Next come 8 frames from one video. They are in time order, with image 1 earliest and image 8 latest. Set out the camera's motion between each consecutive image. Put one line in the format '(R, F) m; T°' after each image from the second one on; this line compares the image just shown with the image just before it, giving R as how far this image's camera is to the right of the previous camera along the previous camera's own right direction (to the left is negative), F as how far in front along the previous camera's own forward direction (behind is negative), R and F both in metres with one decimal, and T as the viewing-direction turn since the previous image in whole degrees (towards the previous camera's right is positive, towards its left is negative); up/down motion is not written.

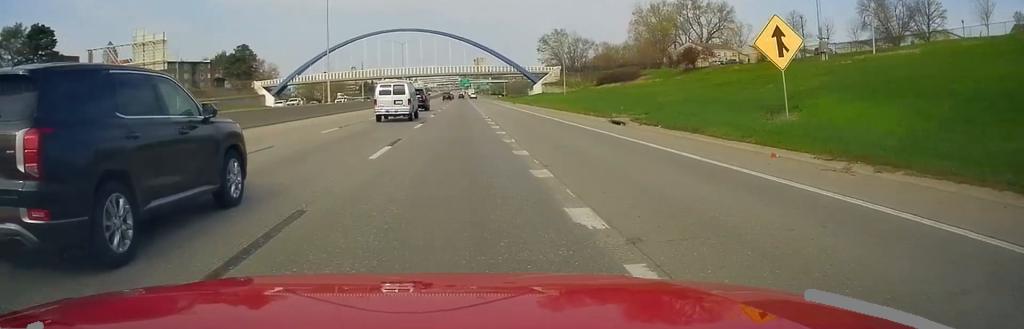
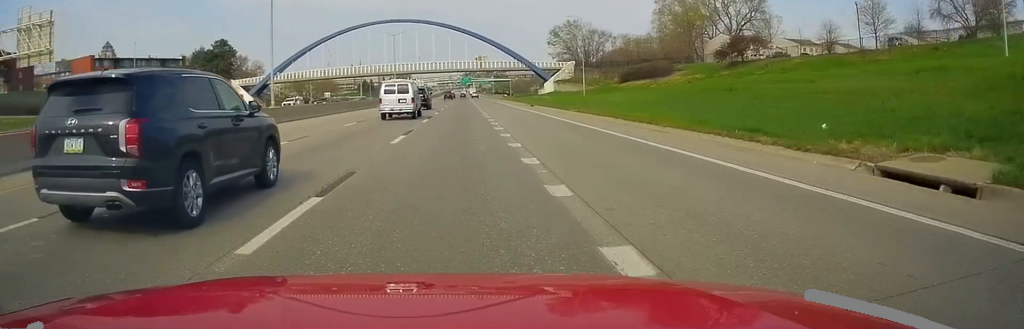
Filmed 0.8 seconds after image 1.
(+0.5, +20.2) m; 0°
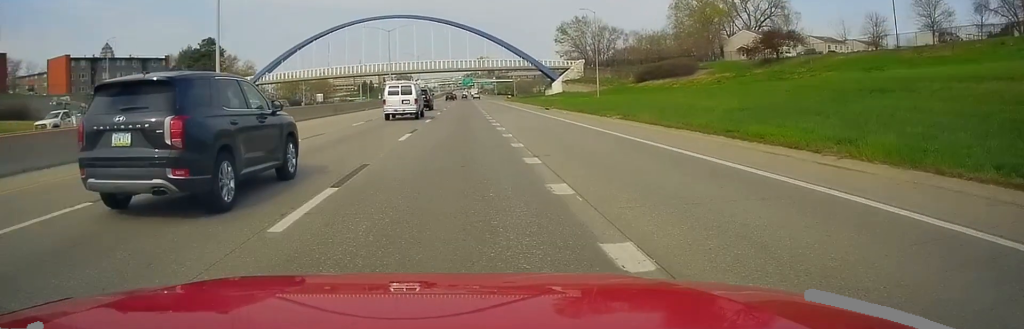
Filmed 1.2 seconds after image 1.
(-0.5, +11.1) m; -1°
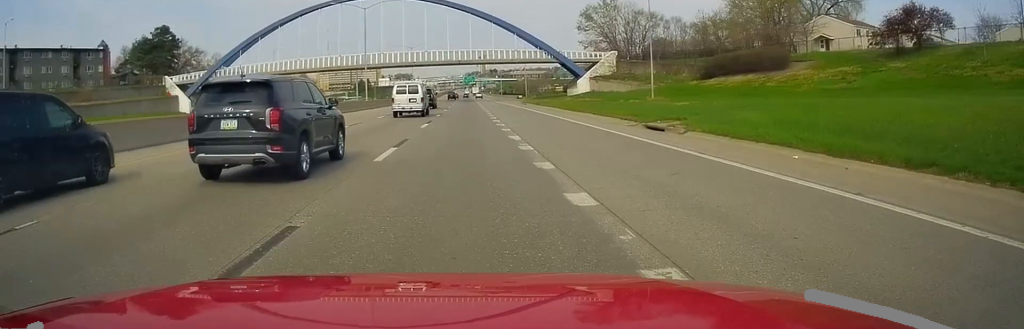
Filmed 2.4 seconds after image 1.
(0.0, +30.2) m; +1°
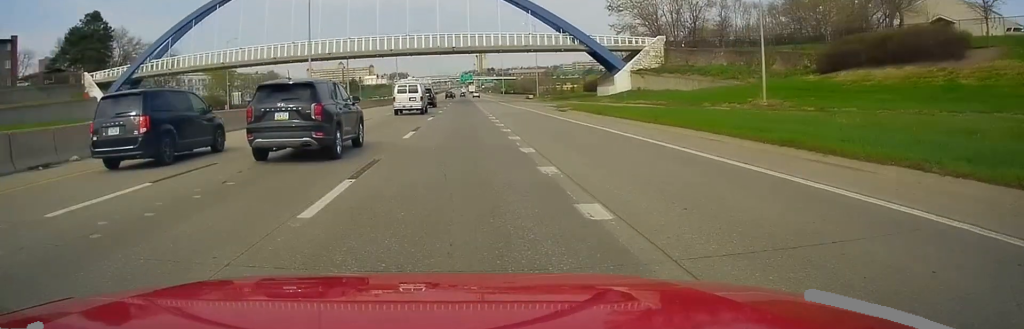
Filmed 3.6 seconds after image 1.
(+0.1, +30.2) m; -1°
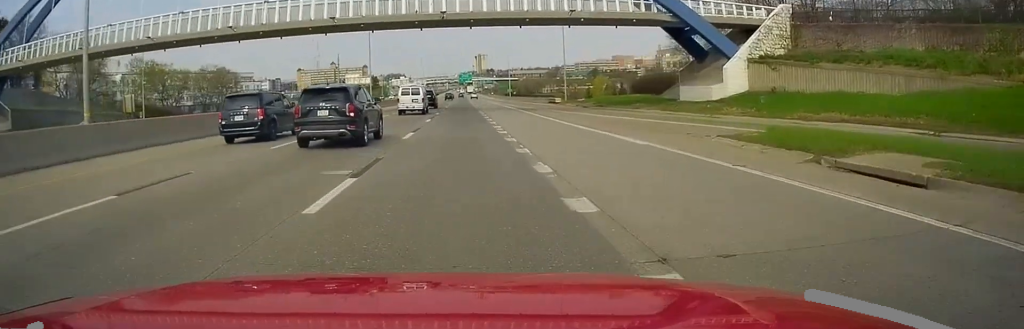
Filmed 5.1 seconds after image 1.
(-0.2, +36.0) m; +1°
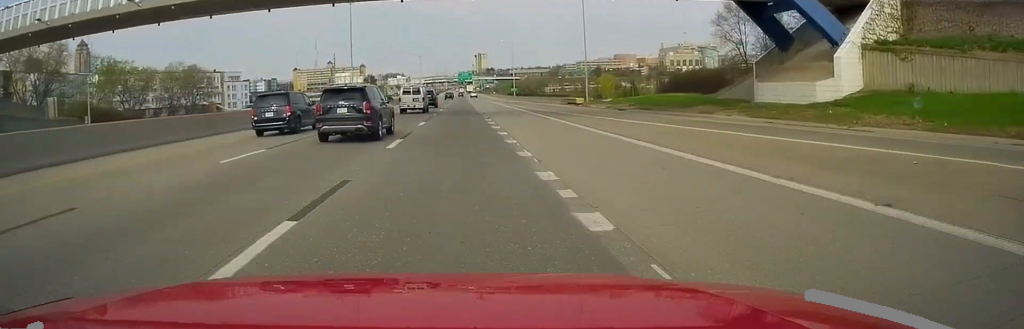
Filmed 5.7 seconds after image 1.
(+0.2, +15.9) m; +1°
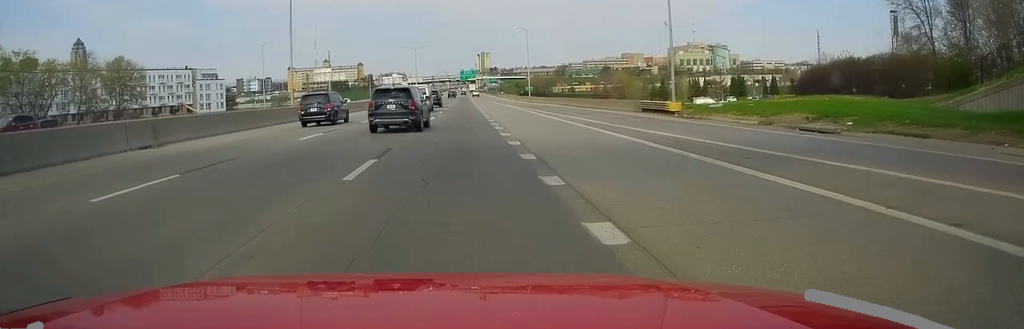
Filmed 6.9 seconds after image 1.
(-0.3, +29.8) m; -1°
